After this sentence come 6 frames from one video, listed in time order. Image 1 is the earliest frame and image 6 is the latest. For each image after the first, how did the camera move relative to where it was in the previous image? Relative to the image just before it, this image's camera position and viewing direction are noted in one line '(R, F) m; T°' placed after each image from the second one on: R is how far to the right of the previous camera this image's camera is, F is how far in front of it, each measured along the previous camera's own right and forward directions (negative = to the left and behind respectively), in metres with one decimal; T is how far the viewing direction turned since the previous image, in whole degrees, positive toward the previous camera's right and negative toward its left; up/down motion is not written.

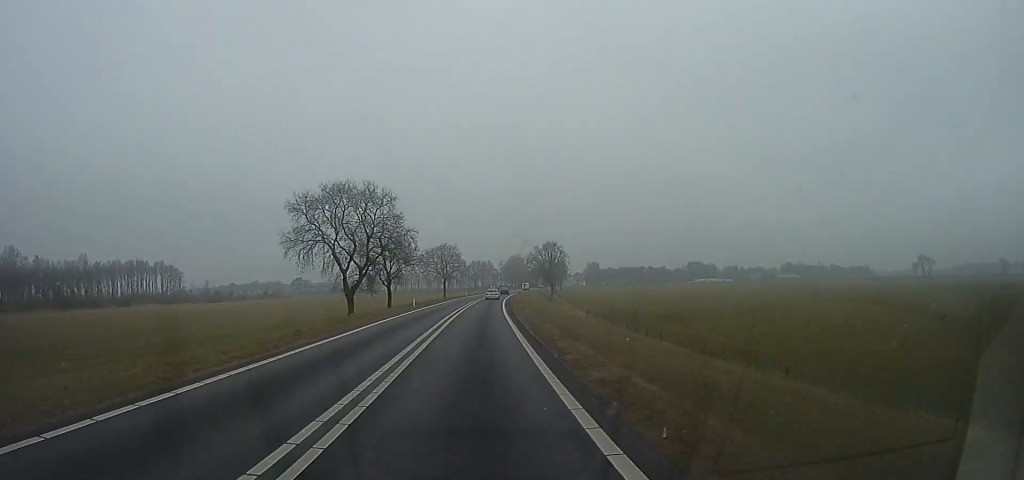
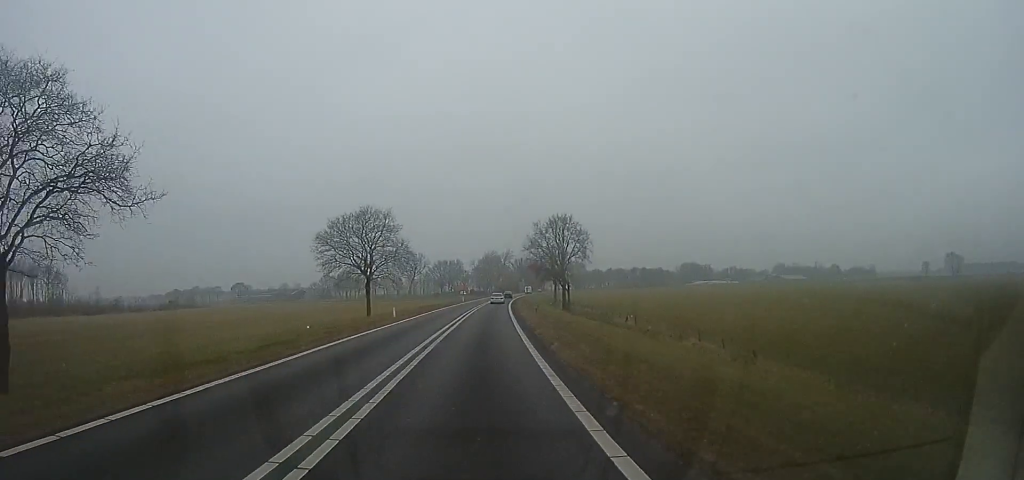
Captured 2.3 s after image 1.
(+2.2, +59.9) m; +2°
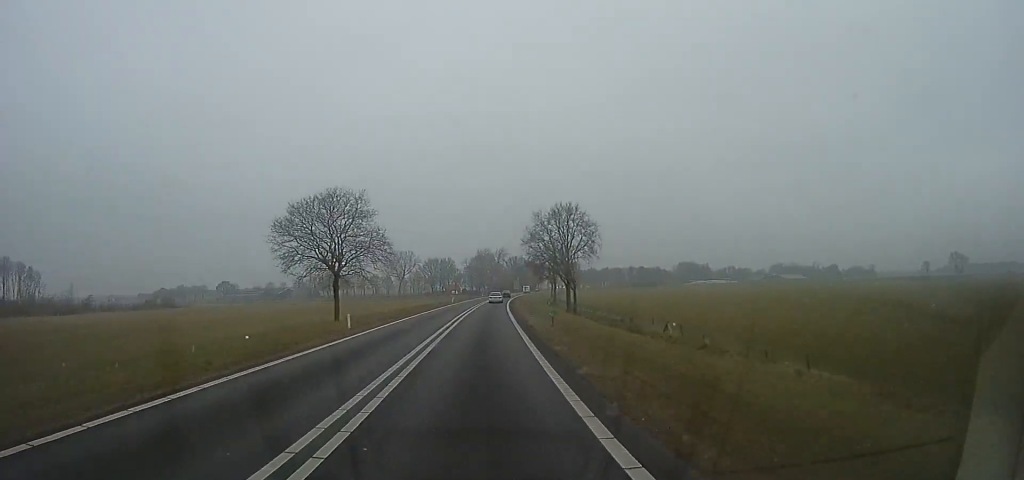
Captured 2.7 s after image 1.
(0.0, +10.9) m; 0°
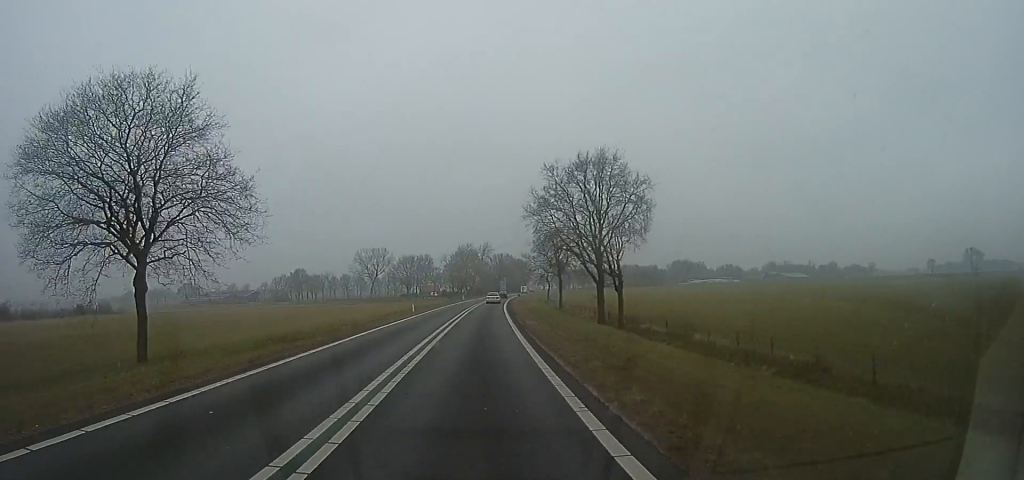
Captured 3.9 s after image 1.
(0.0, +29.2) m; 0°
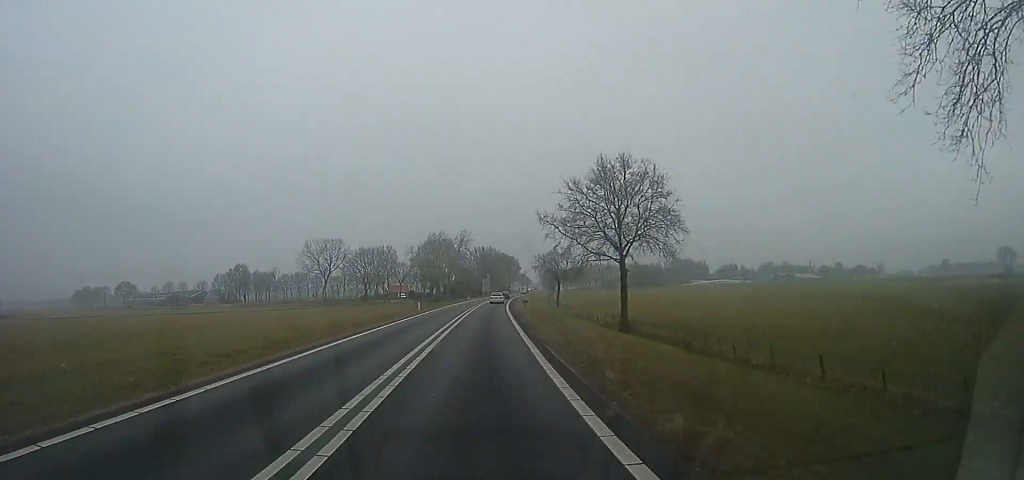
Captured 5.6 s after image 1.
(0.0, +45.6) m; 0°
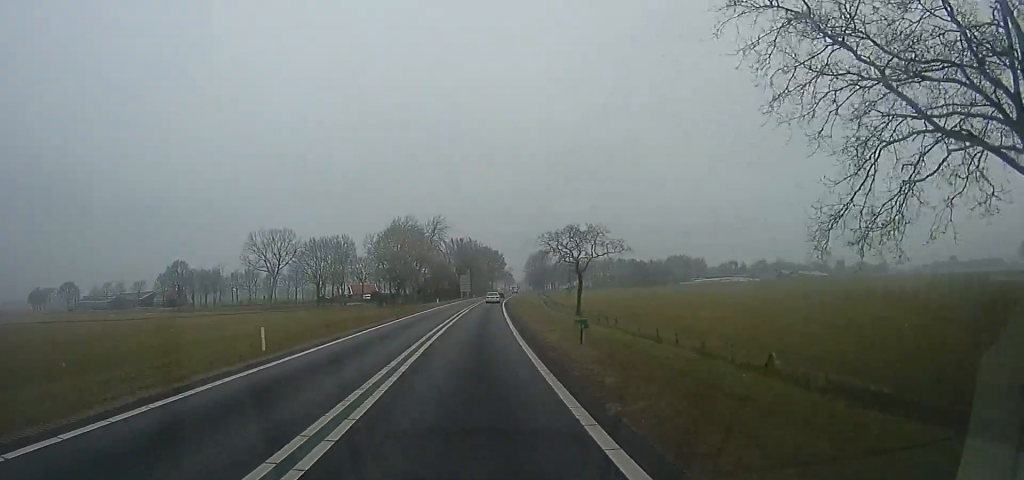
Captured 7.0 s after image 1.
(0.0, +33.4) m; 0°
